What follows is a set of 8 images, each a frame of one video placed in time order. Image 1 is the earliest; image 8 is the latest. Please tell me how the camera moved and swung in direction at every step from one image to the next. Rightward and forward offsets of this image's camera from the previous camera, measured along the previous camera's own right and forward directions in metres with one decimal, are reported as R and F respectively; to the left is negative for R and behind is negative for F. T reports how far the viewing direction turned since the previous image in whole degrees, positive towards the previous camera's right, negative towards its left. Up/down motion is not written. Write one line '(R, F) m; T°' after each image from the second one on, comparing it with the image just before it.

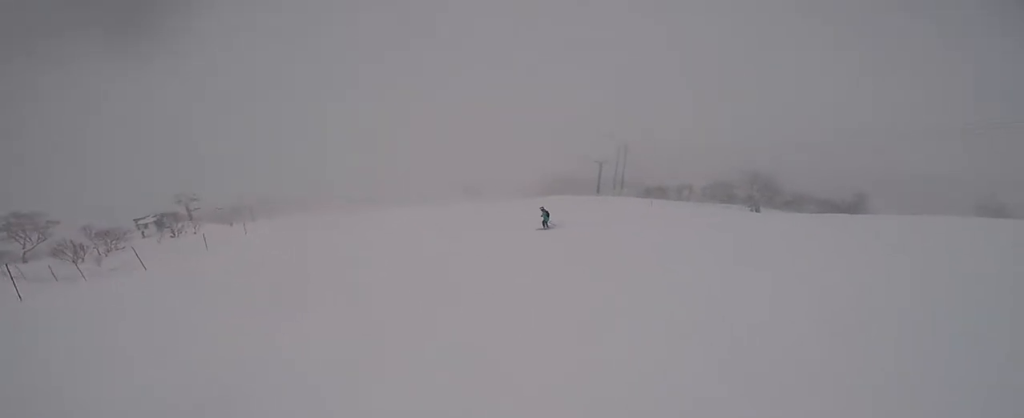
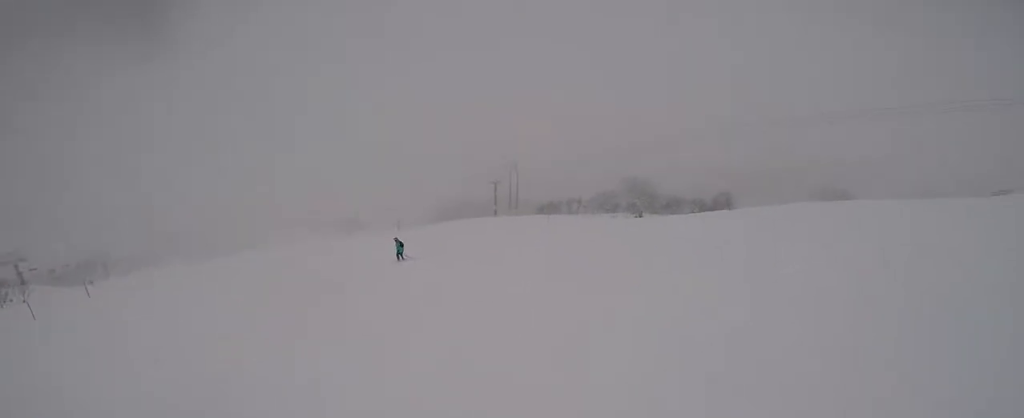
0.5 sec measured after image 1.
(+0.5, +1.8) m; +4°
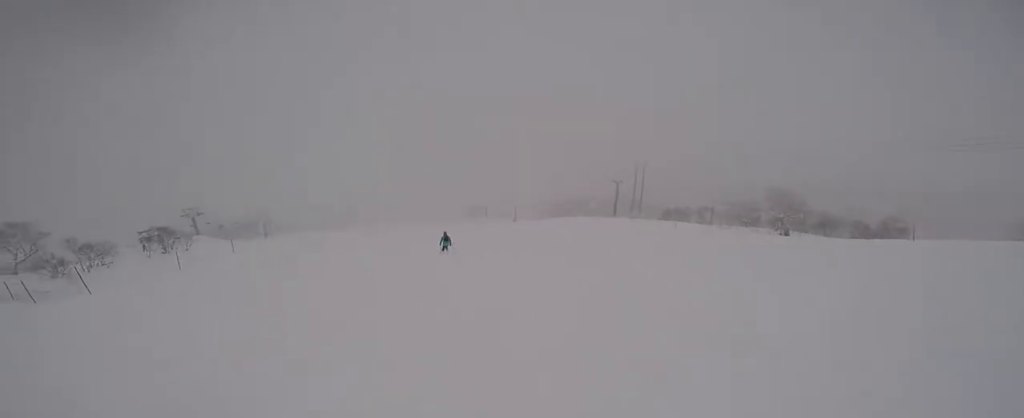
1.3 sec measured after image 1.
(+0.3, +3.0) m; -4°
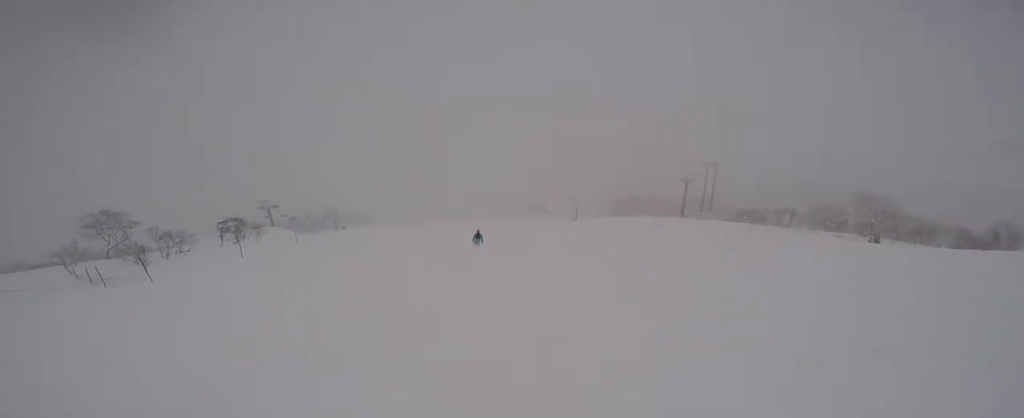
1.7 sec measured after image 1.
(0.0, +2.0) m; -10°
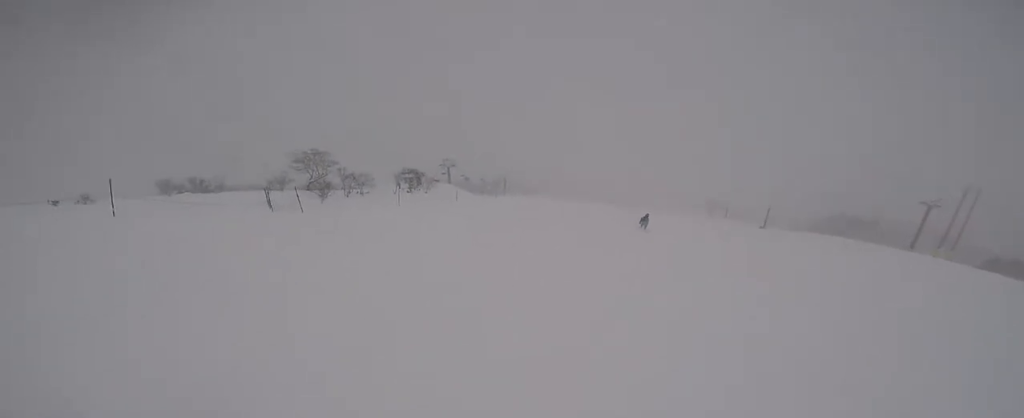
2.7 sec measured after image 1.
(-1.0, +4.1) m; -18°
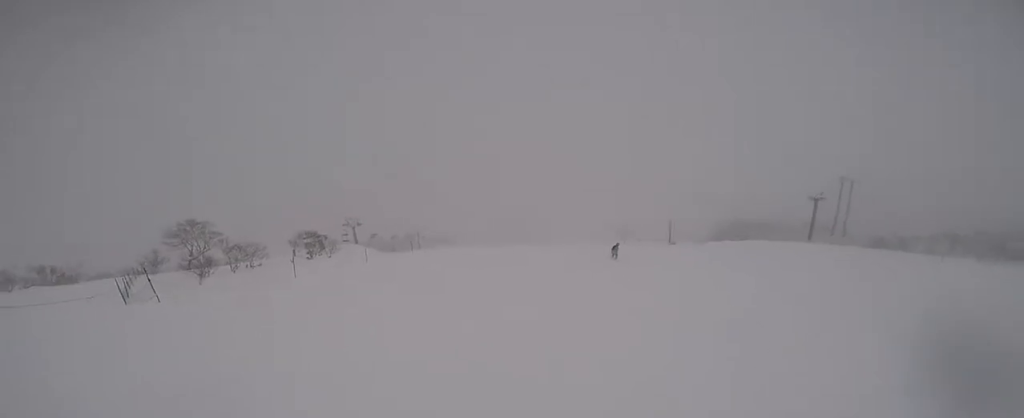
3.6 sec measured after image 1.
(-0.3, +3.8) m; +8°
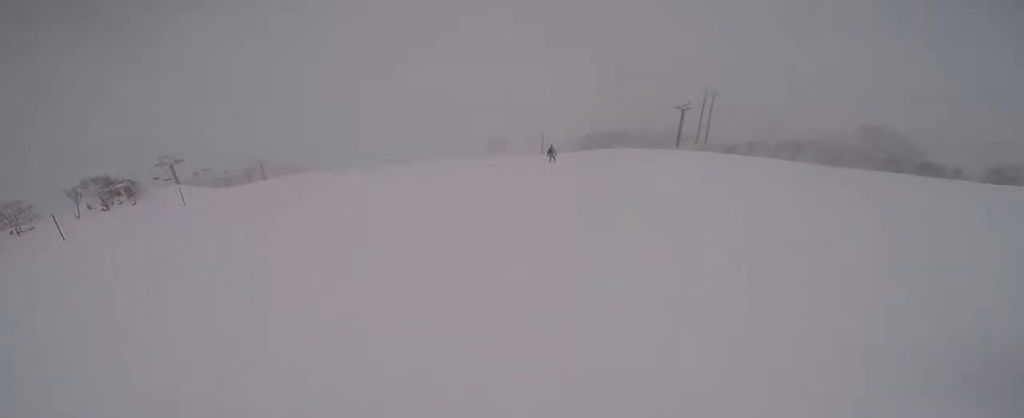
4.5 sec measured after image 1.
(+0.7, +3.7) m; +9°
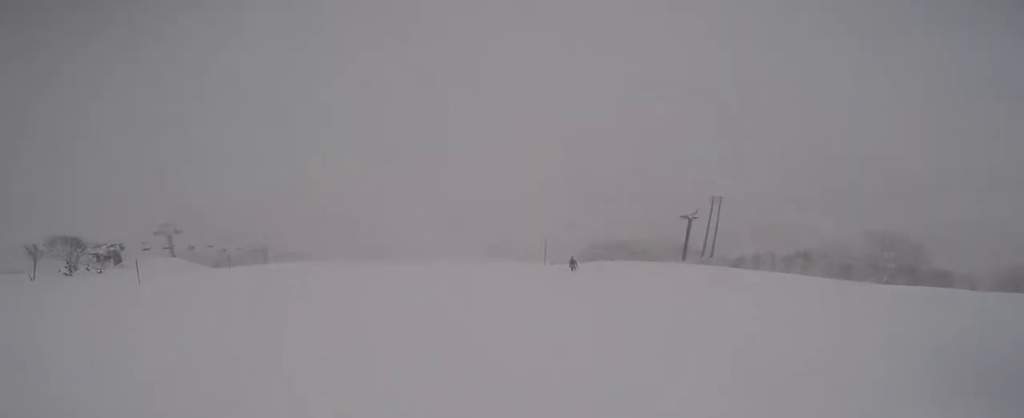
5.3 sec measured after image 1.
(+0.2, +3.4) m; -8°
